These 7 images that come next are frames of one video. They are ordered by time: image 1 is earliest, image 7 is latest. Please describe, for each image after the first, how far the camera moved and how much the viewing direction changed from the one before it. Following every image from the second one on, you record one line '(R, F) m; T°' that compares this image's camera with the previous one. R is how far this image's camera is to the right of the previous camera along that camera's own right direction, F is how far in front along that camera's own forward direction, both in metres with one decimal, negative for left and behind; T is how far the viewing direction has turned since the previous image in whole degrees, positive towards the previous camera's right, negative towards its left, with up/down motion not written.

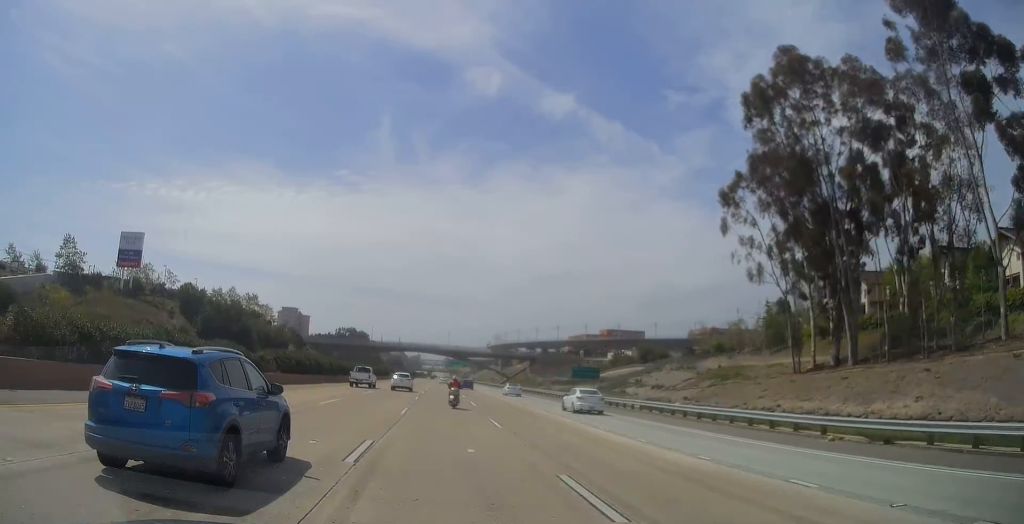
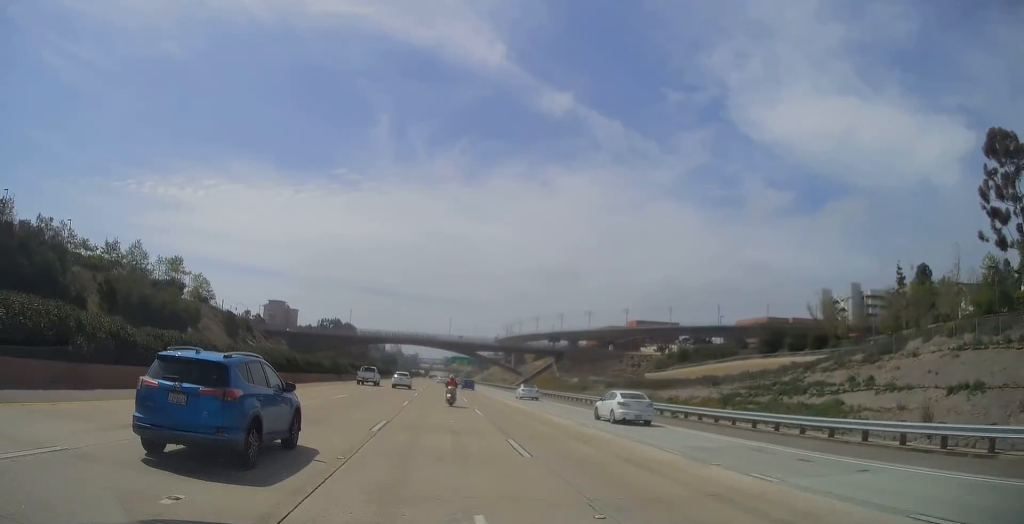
(0.0, +68.1) m; +1°
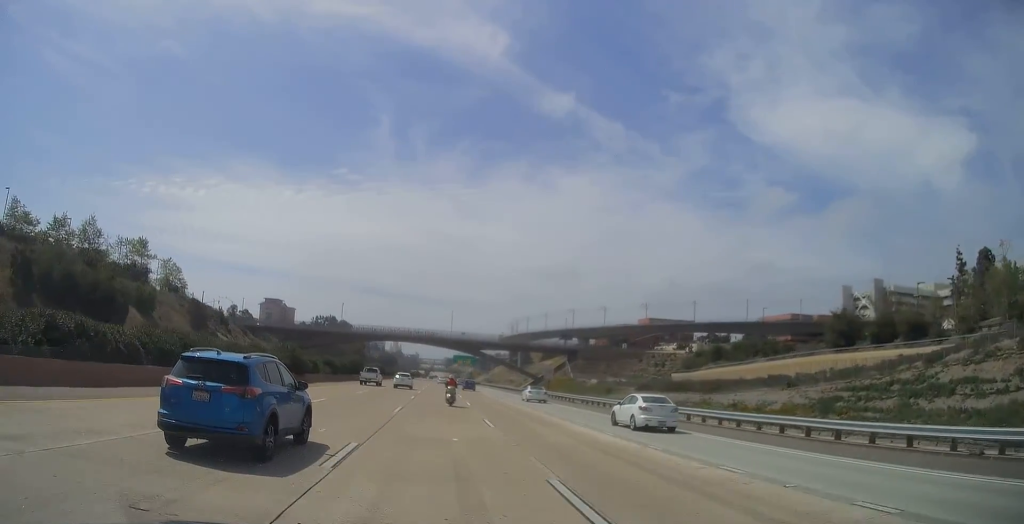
(0.0, +21.7) m; 0°
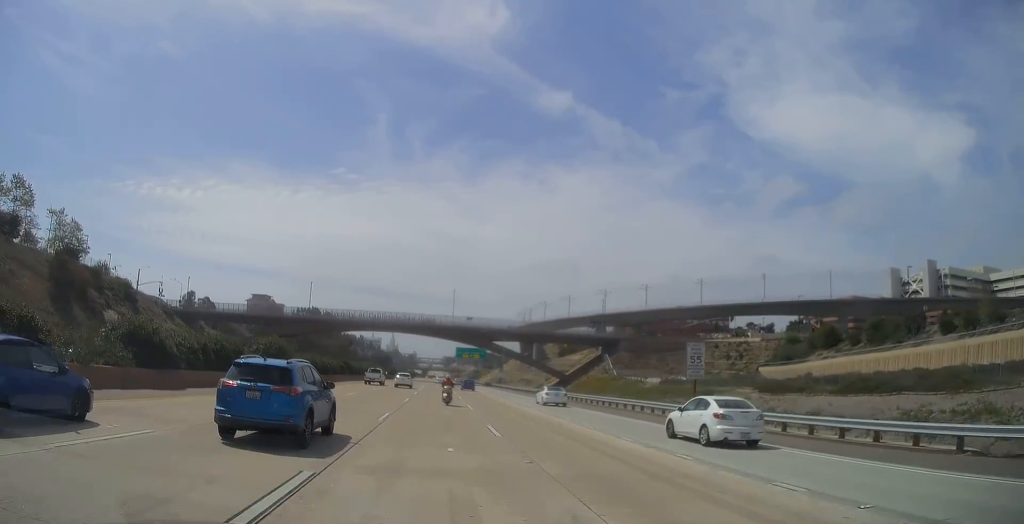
(0.0, +48.6) m; 0°
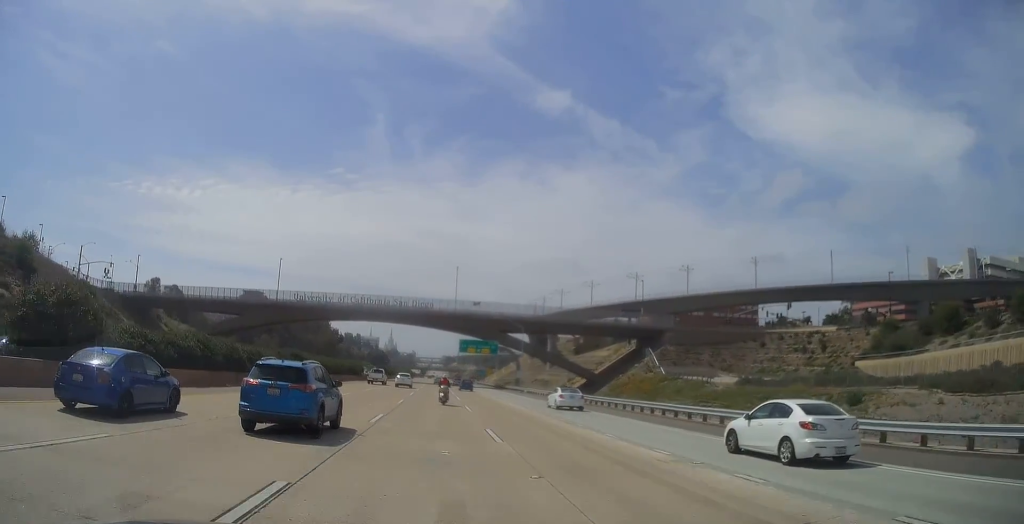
(+0.1, +31.0) m; 0°
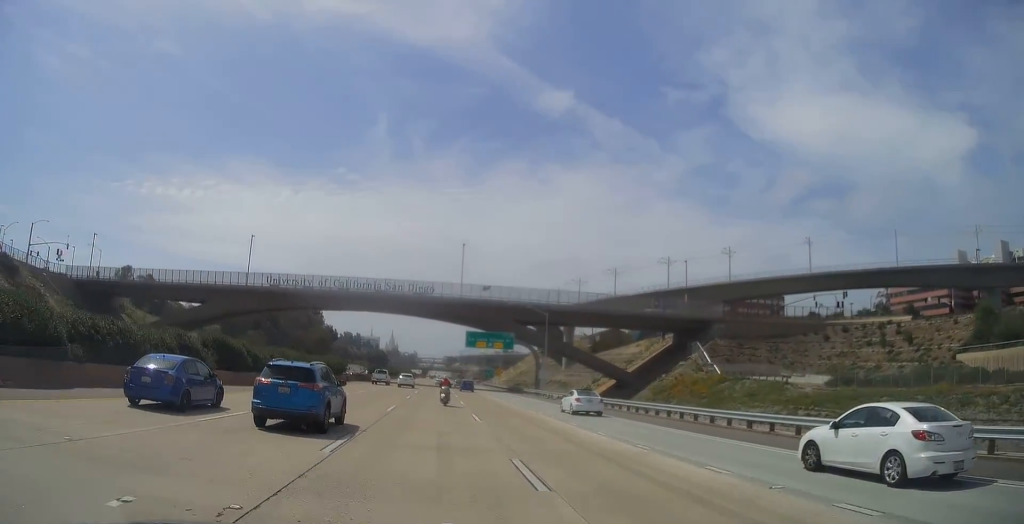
(0.0, +21.7) m; -1°
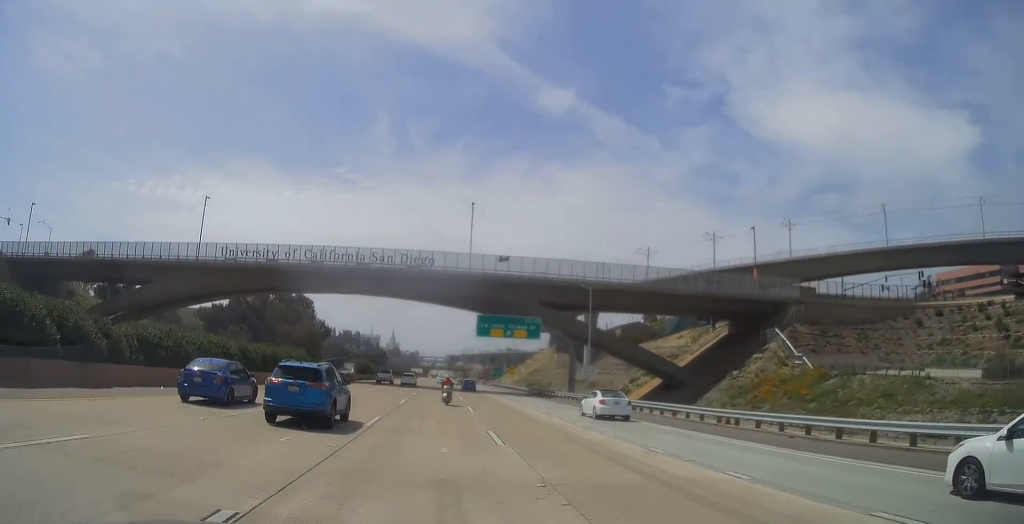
(-0.3, +23.3) m; 0°
